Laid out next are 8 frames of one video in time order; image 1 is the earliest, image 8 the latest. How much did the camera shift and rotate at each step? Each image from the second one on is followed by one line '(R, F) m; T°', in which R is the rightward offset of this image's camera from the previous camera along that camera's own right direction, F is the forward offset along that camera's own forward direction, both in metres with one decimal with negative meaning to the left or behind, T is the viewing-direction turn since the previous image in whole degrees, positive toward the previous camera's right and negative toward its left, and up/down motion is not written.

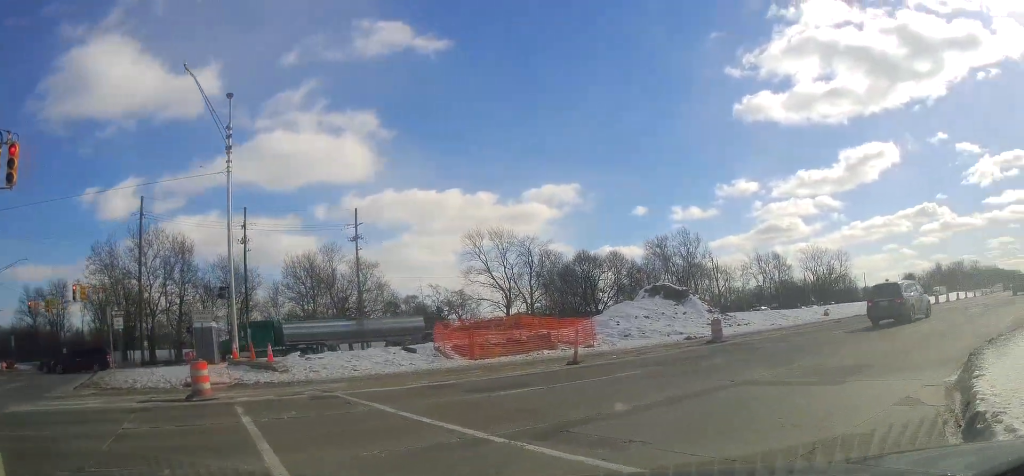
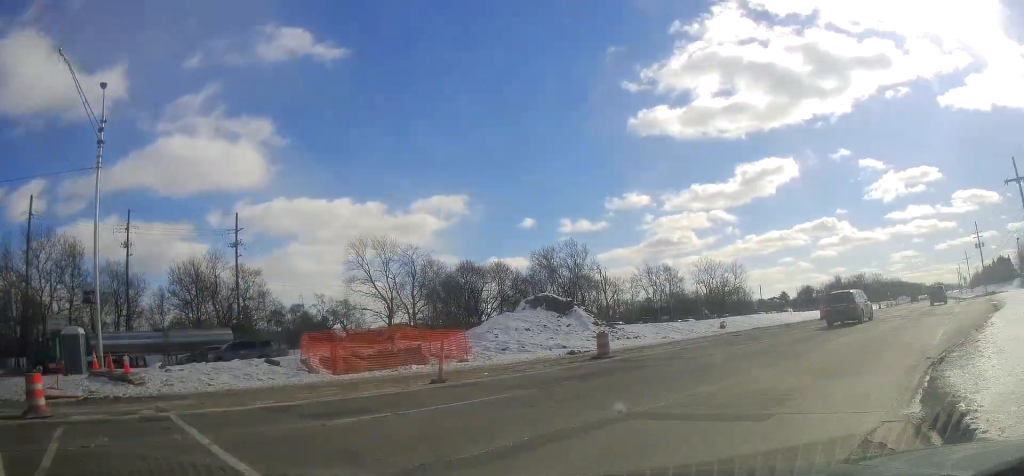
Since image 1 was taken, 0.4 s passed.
(+0.4, +2.3) m; +9°
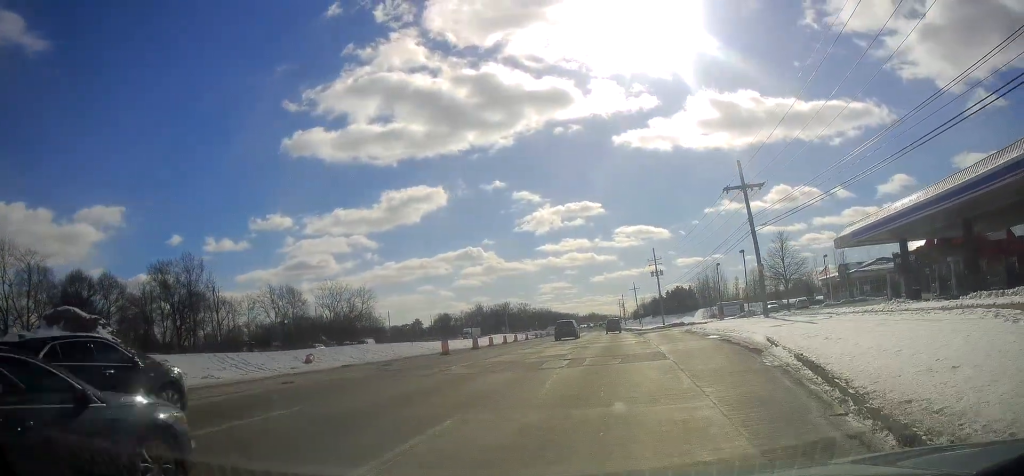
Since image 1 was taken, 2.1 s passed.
(+2.4, +14.3) m; +11°
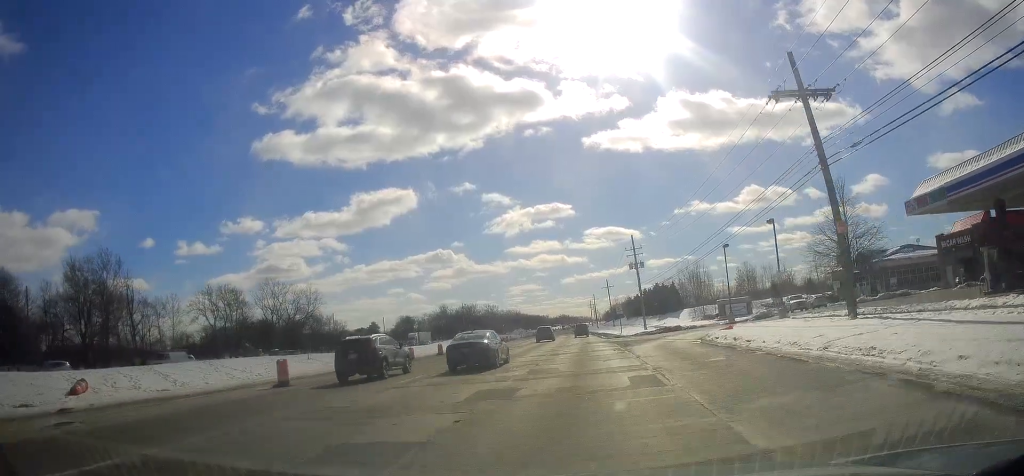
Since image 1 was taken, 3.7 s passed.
(+0.1, +19.3) m; -1°
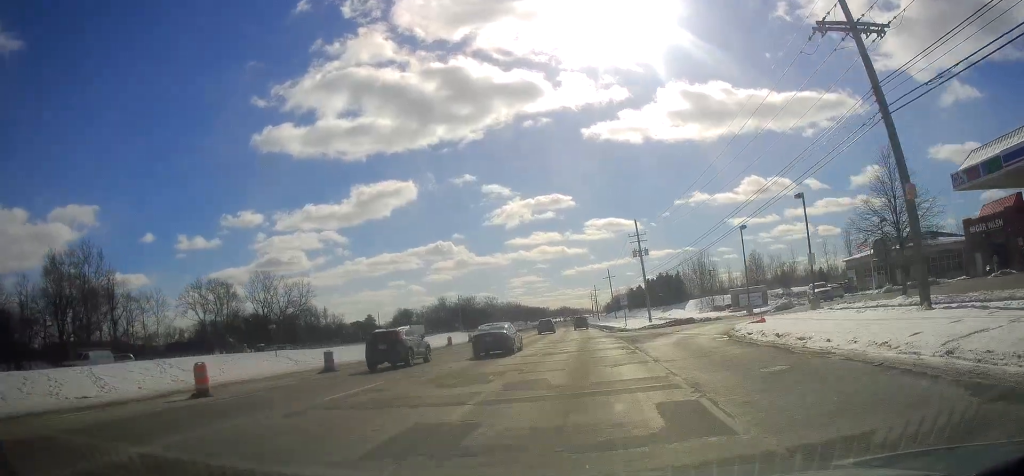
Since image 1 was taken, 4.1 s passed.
(-0.1, +6.4) m; 0°
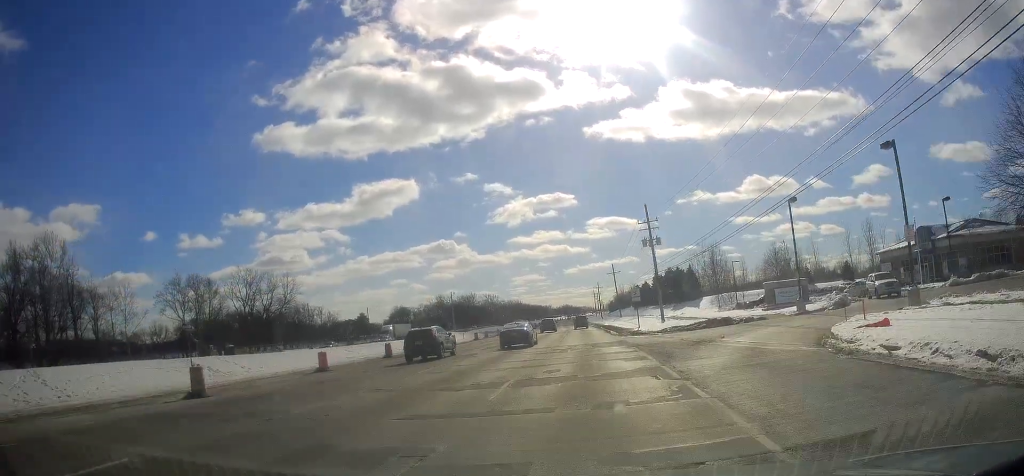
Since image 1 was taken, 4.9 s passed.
(-0.1, +12.0) m; 0°
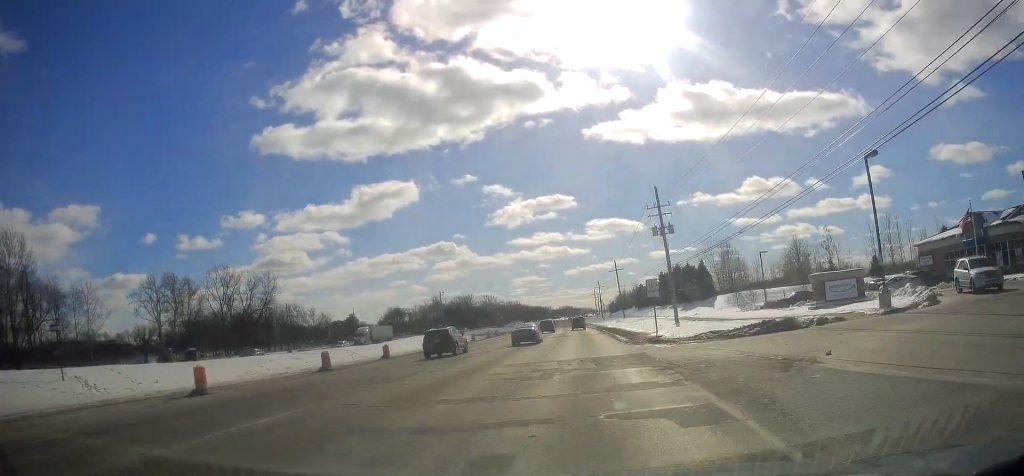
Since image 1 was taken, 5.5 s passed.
(+0.2, +11.6) m; 0°
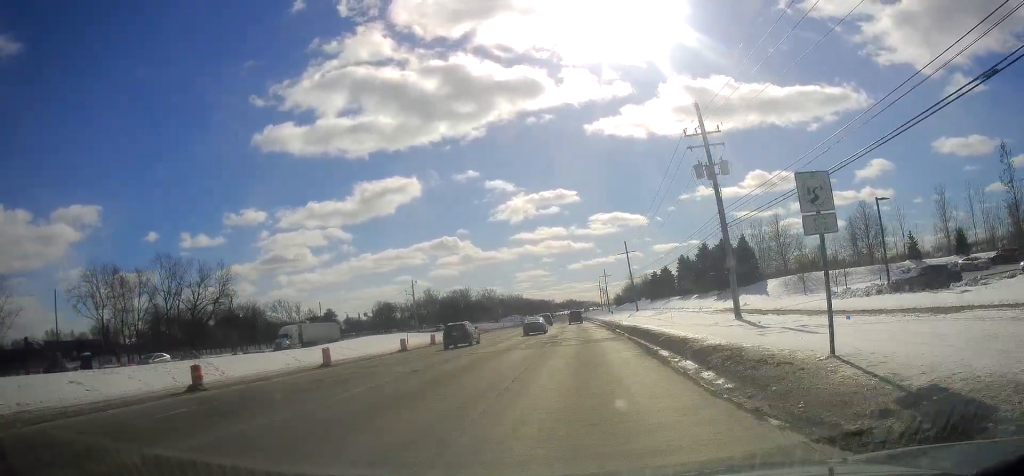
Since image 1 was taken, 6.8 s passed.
(-0.1, +24.9) m; 0°
